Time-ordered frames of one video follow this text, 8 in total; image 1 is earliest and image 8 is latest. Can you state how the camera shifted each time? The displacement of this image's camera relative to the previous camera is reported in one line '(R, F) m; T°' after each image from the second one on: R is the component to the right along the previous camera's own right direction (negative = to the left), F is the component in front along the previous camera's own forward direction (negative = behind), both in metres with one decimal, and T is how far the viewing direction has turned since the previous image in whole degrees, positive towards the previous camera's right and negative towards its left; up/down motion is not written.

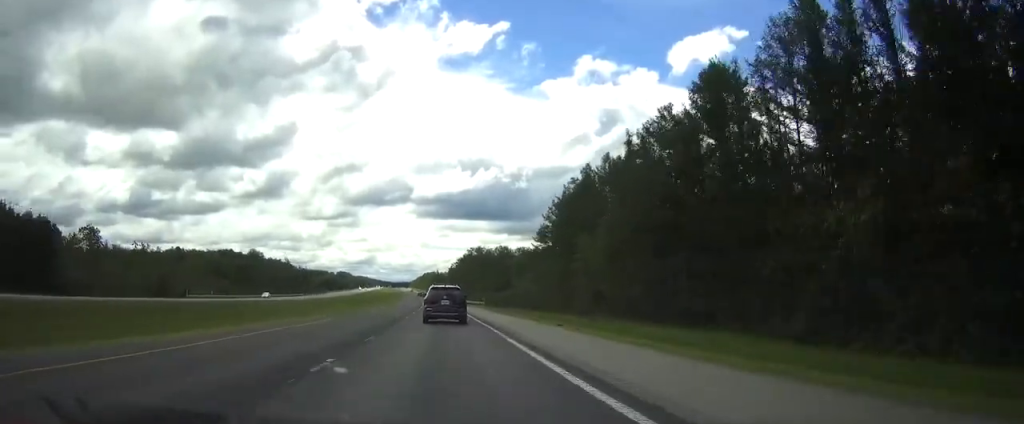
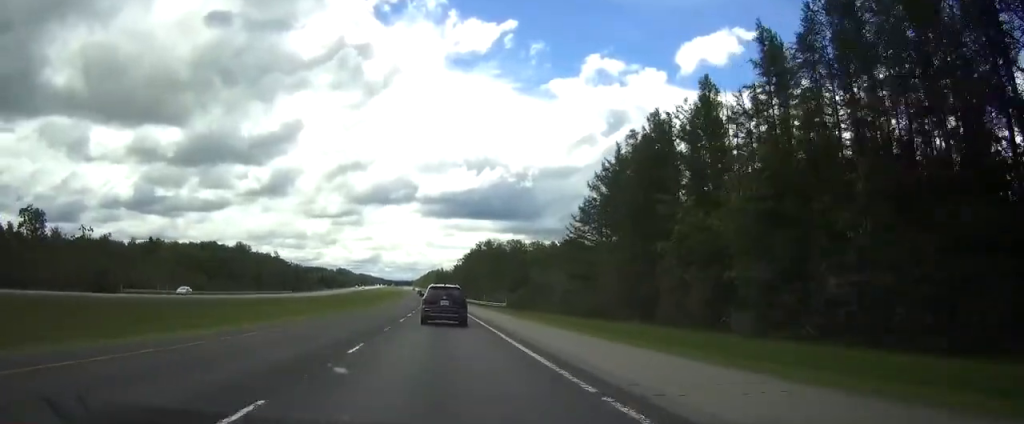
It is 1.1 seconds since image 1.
(-0.2, +31.4) m; 0°
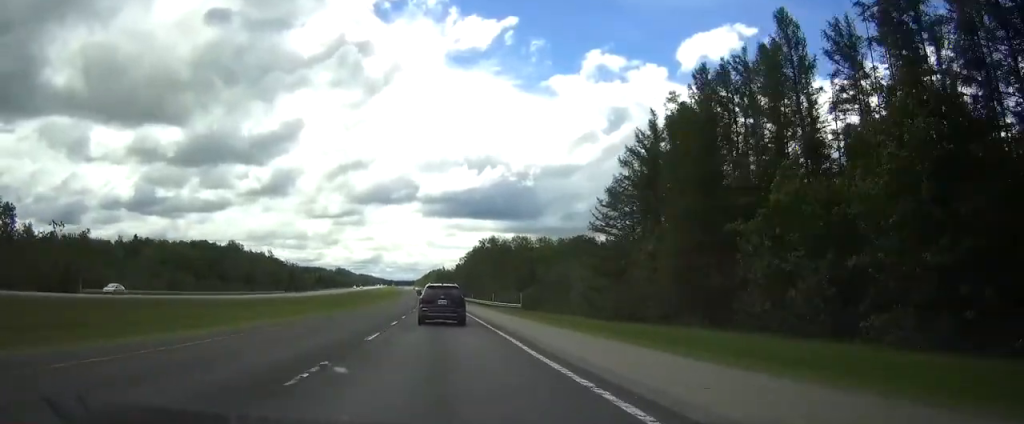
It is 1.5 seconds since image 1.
(0.0, +13.8) m; 0°
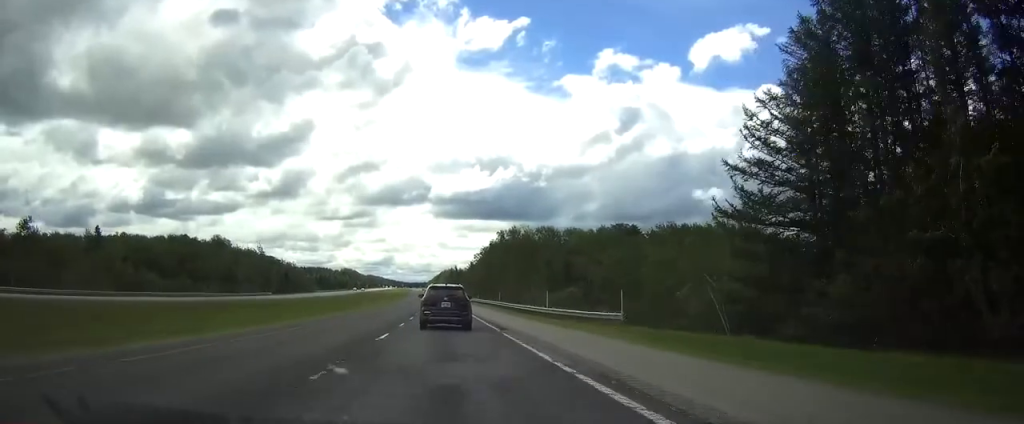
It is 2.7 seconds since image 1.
(-0.2, +34.7) m; -1°
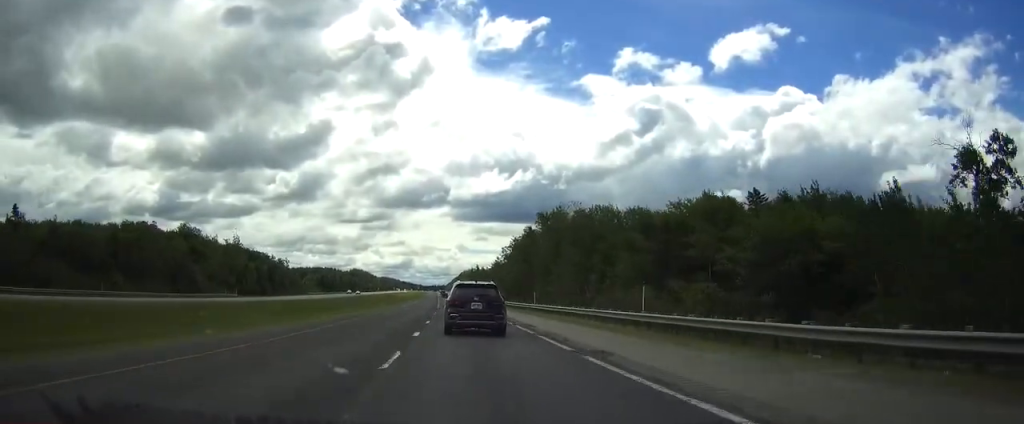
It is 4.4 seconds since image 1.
(-0.8, +52.0) m; -2°
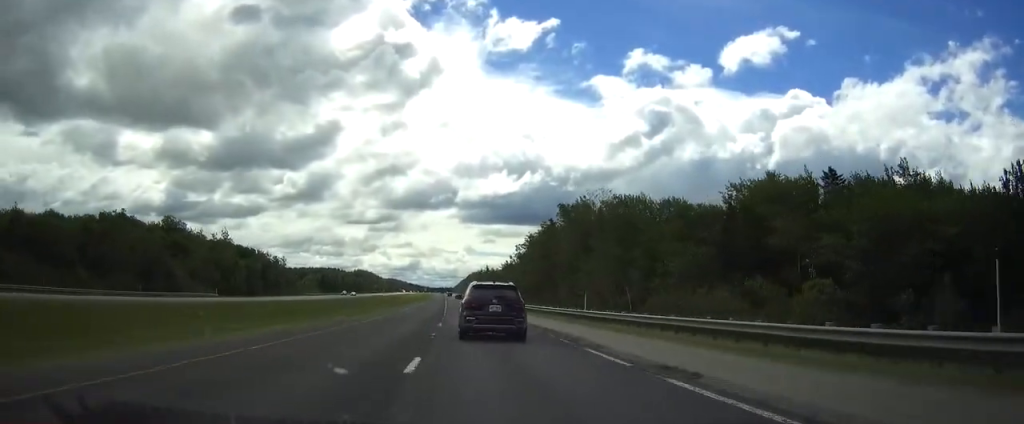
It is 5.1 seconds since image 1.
(0.0, +19.1) m; 0°
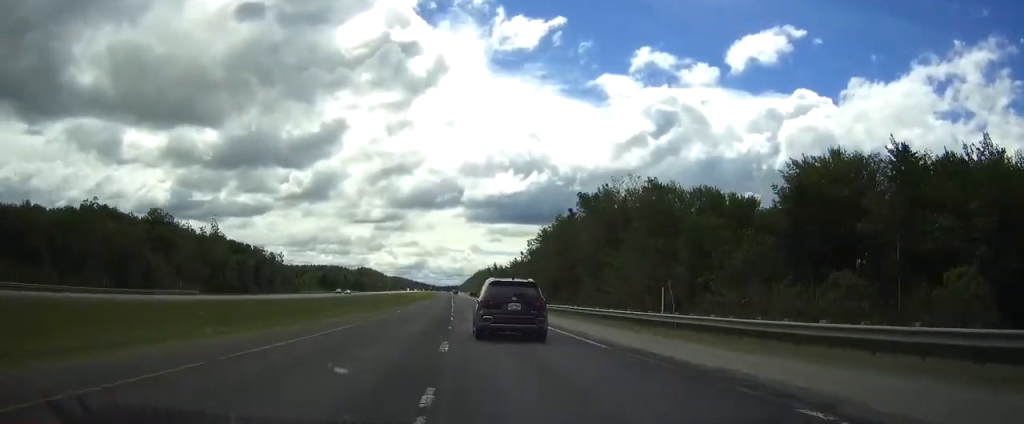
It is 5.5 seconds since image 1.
(0.0, +14.1) m; 0°
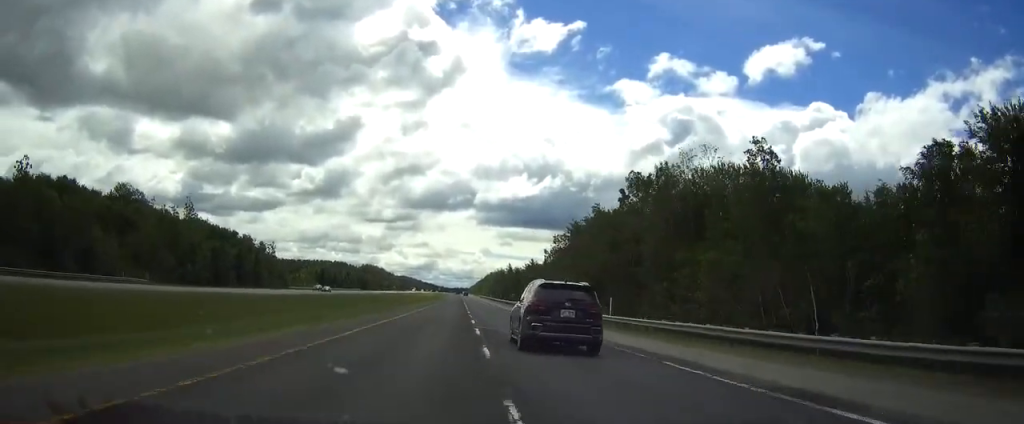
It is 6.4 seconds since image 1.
(-0.1, +27.3) m; 0°
